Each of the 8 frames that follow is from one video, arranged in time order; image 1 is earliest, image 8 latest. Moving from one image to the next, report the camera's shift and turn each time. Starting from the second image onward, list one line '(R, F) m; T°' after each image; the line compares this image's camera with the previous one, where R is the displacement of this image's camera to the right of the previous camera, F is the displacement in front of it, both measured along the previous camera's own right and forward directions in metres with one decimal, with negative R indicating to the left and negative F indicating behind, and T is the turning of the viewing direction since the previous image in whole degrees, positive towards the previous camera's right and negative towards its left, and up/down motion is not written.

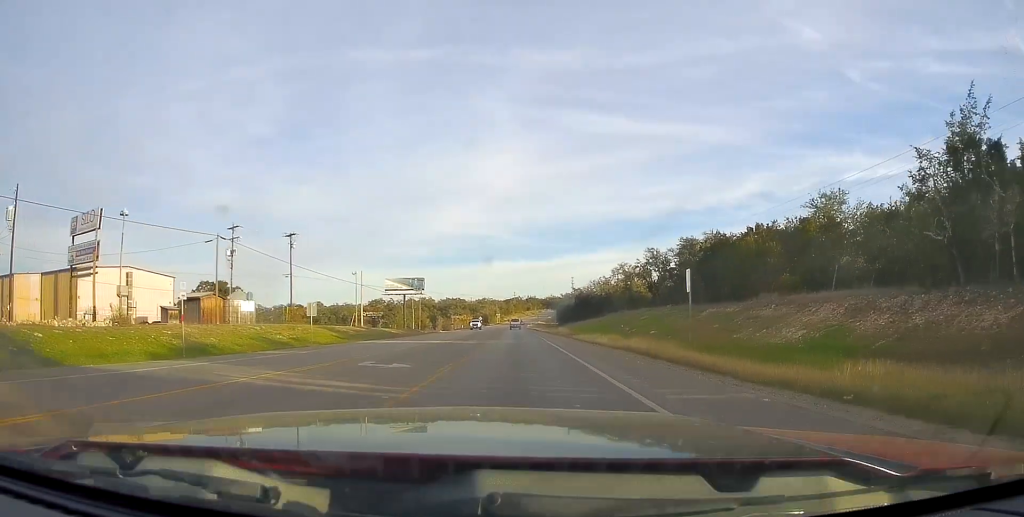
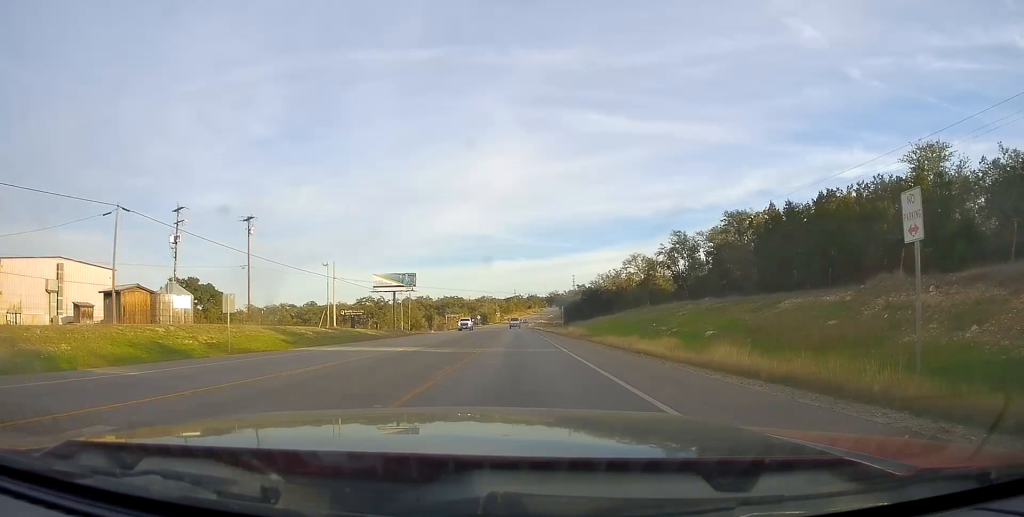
(-0.1, +12.6) m; 0°
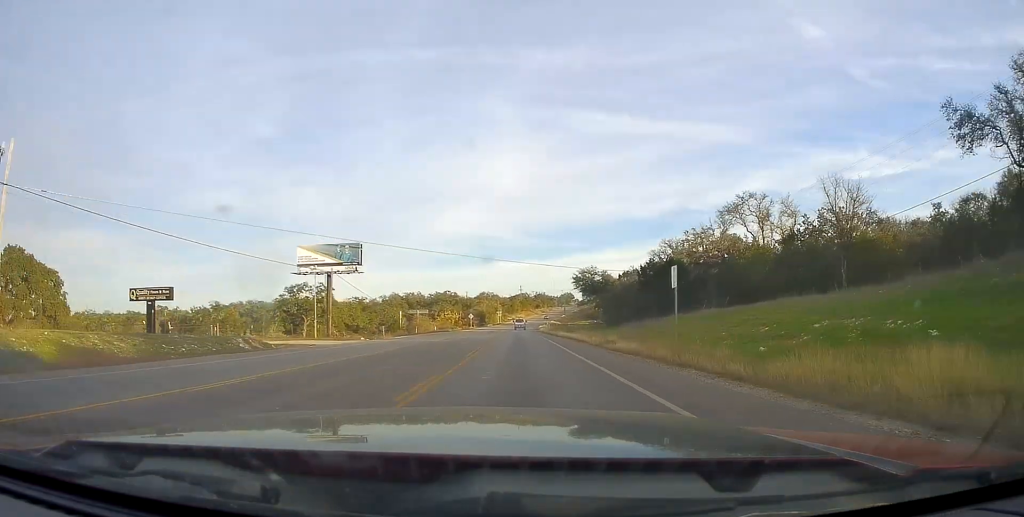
(-0.4, +50.5) m; -1°
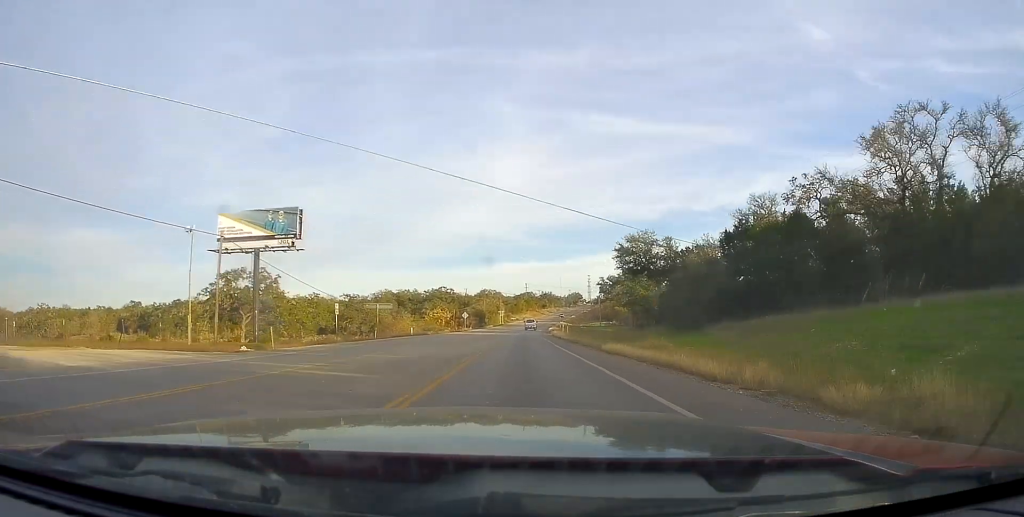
(+0.1, +26.1) m; 0°
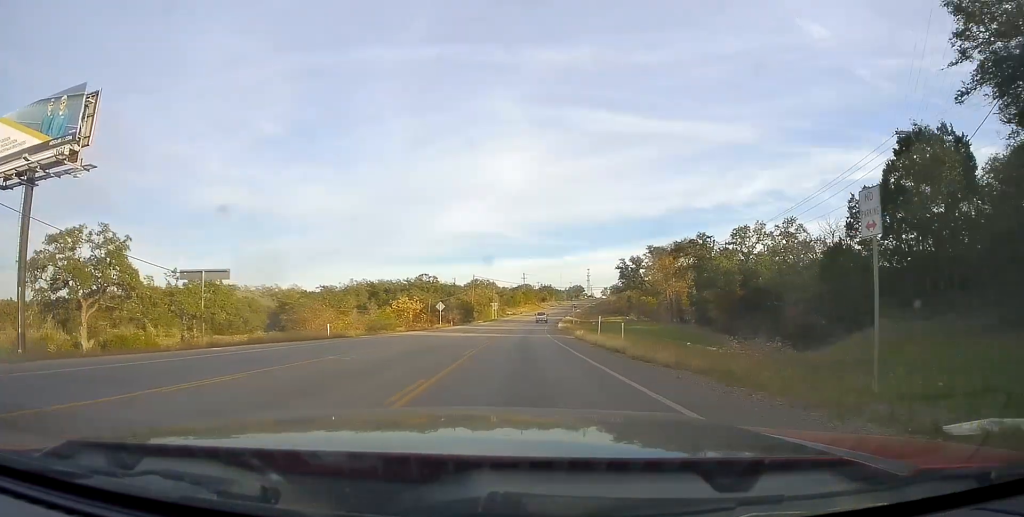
(-0.3, +32.8) m; 0°
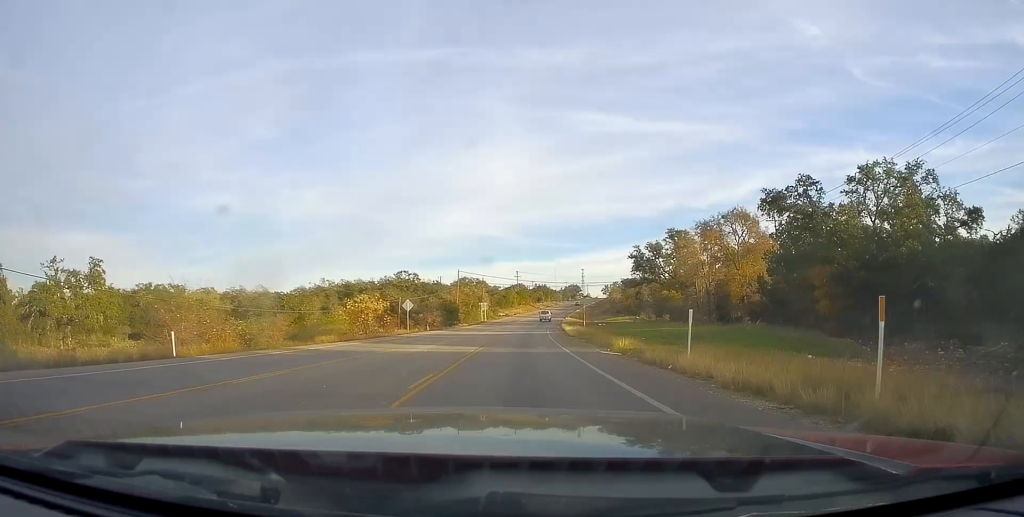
(+0.5, +20.2) m; 0°
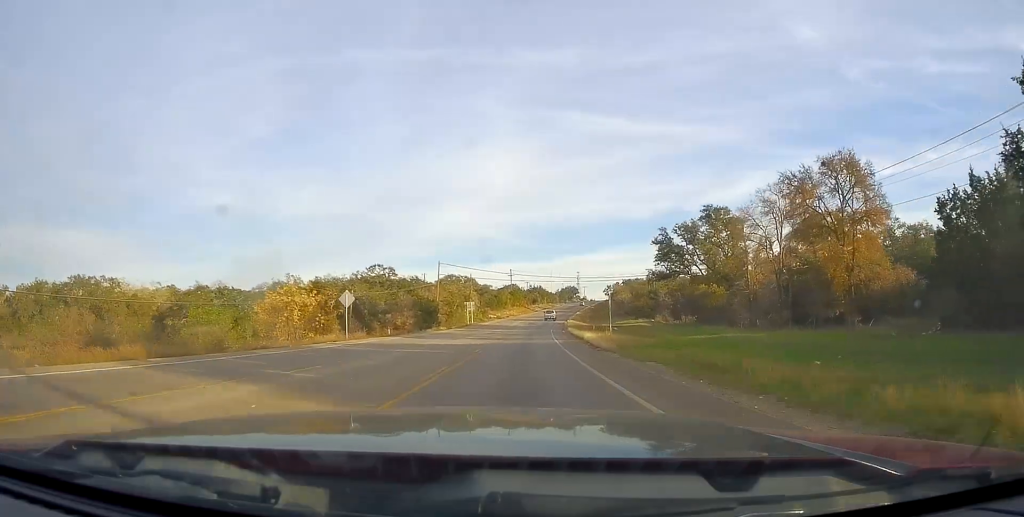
(-0.1, +20.7) m; 0°
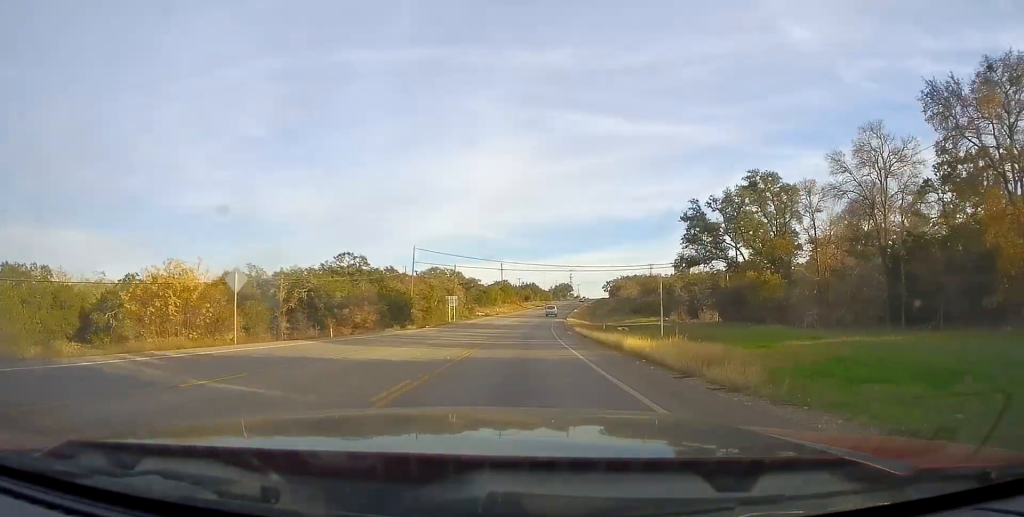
(-0.3, +16.4) m; 0°
